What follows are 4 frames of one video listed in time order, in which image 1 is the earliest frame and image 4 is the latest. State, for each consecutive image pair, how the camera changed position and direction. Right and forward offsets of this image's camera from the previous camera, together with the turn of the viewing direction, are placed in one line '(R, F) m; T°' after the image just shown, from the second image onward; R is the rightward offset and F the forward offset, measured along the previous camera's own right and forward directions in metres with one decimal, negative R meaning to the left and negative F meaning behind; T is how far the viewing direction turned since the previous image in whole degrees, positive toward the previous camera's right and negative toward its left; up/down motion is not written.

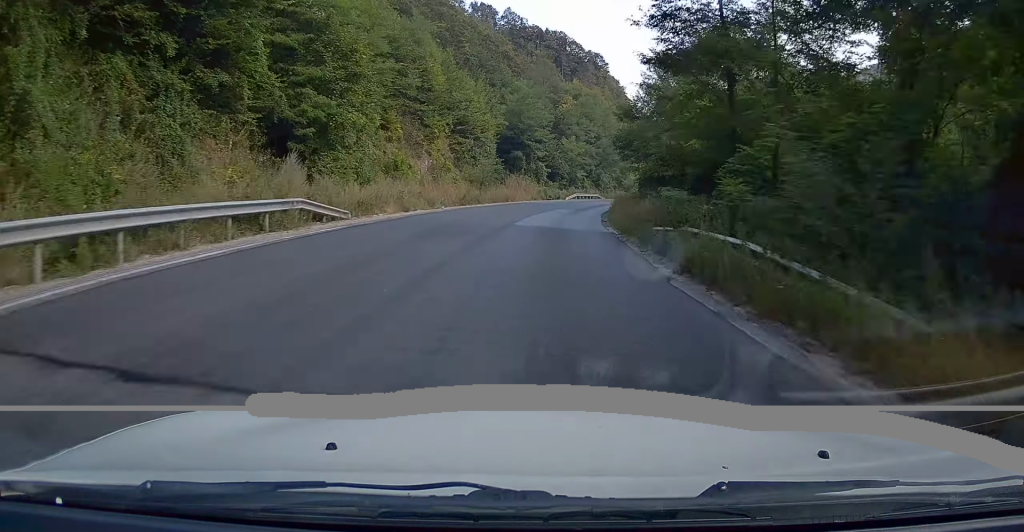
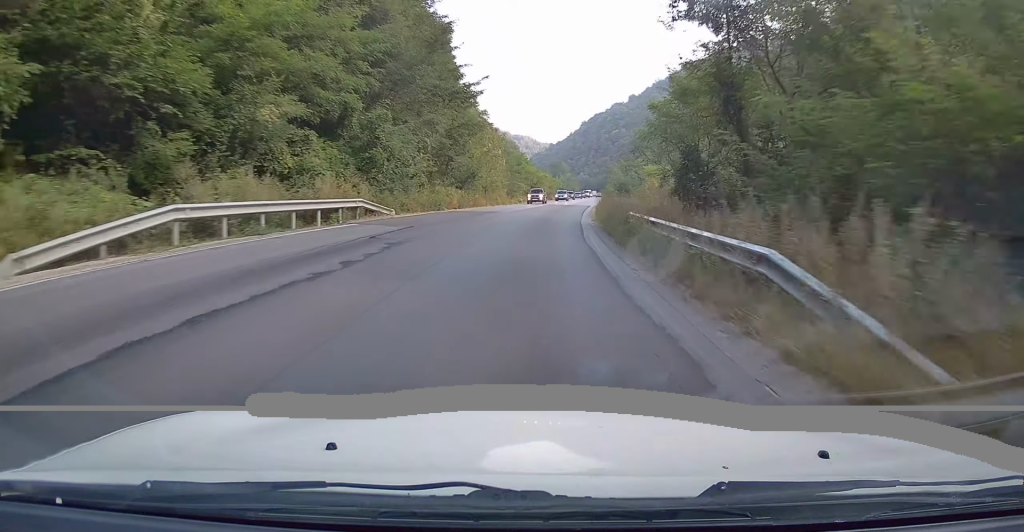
(+8.0, +71.6) m; +16°
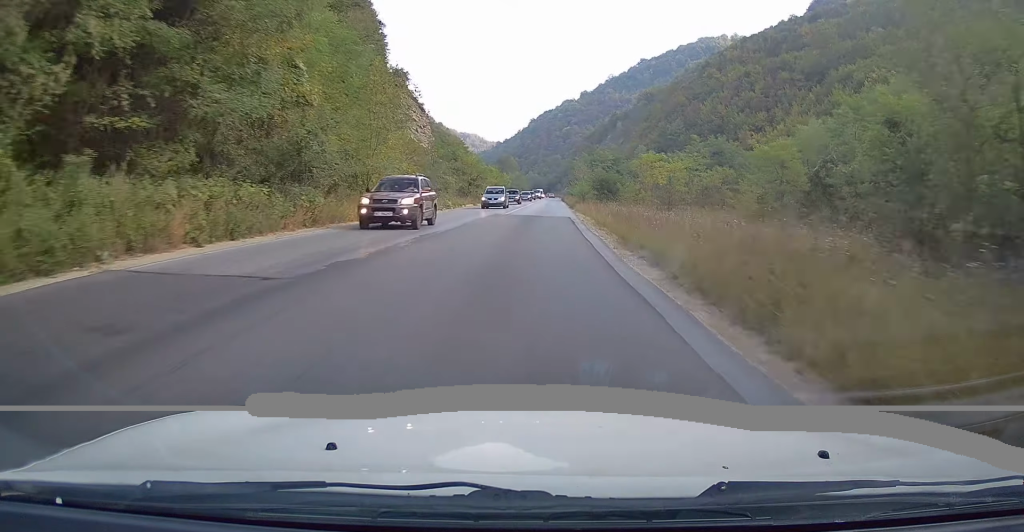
(+1.5, +27.6) m; +5°
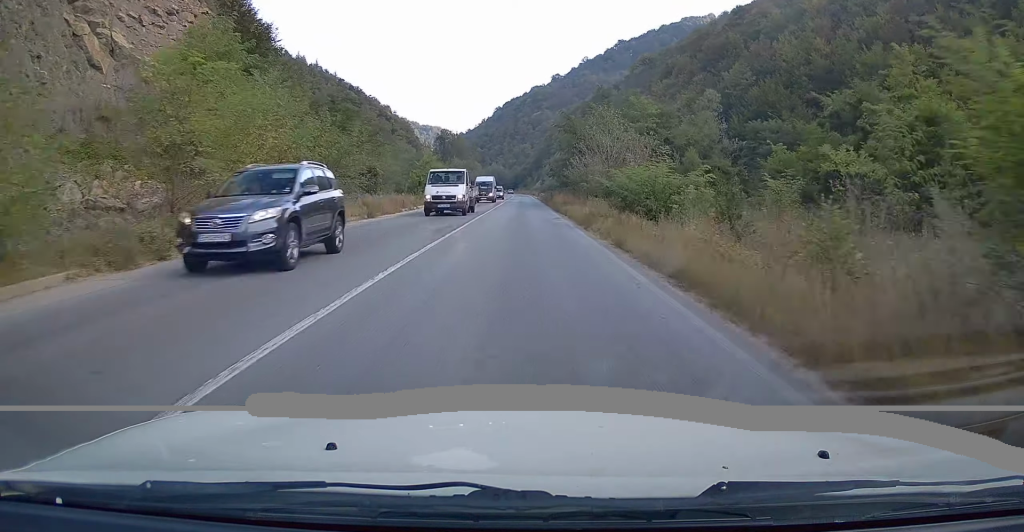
(+4.7, +65.6) m; +6°
